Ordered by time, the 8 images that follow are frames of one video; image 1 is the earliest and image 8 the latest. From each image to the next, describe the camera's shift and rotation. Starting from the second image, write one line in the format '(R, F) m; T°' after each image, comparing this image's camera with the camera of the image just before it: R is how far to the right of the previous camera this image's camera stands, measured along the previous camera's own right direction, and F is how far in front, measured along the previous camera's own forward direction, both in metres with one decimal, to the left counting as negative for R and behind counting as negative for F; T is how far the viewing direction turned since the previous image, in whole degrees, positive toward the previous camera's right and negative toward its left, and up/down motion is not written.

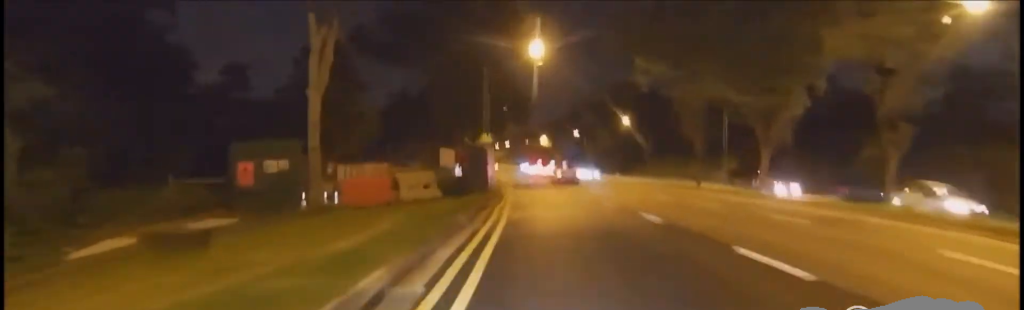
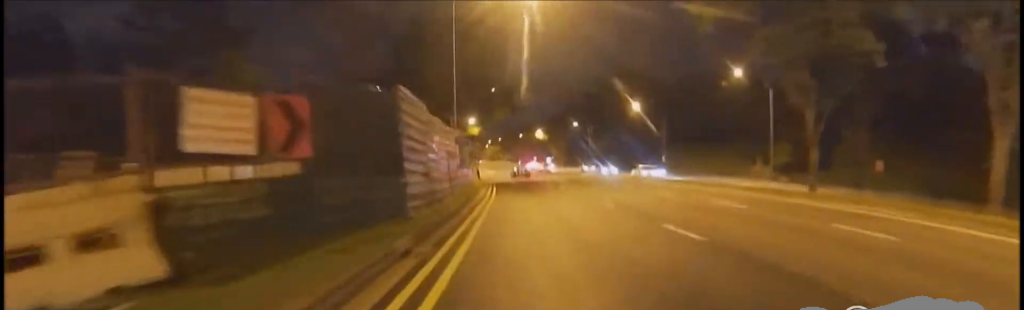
(+0.6, +14.6) m; 0°
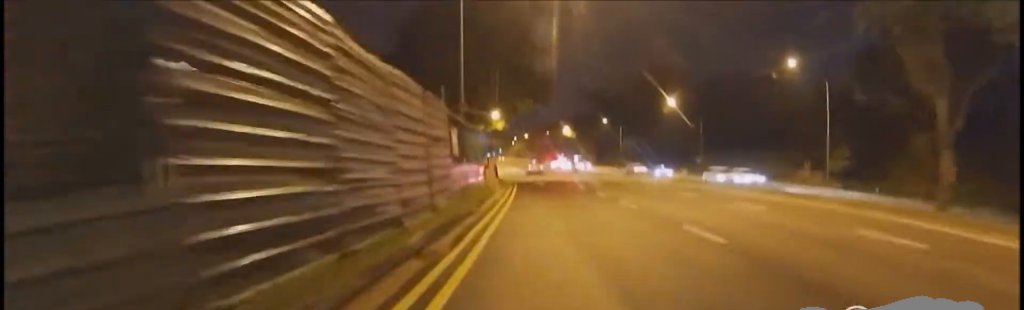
(-0.9, +6.1) m; 0°
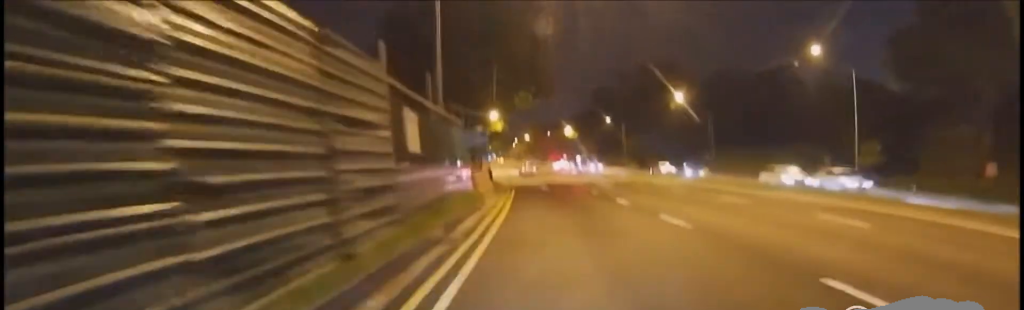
(-0.4, +4.5) m; 0°
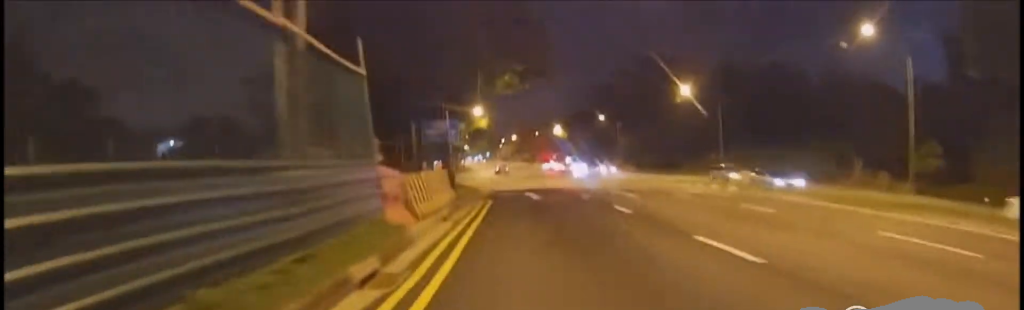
(+1.3, +8.6) m; 0°
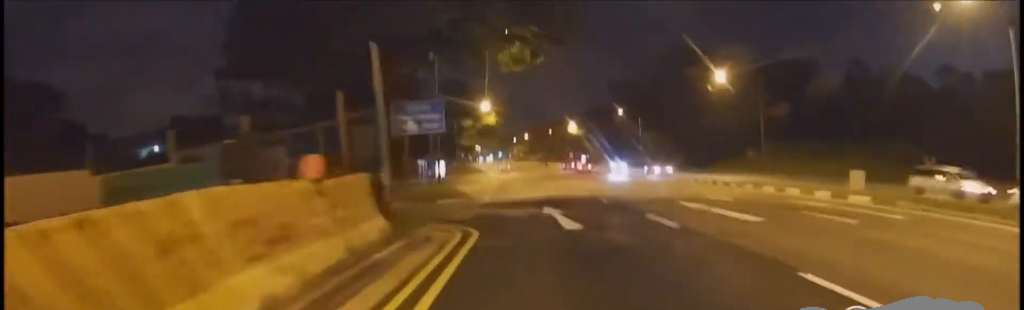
(-1.3, +8.6) m; 0°
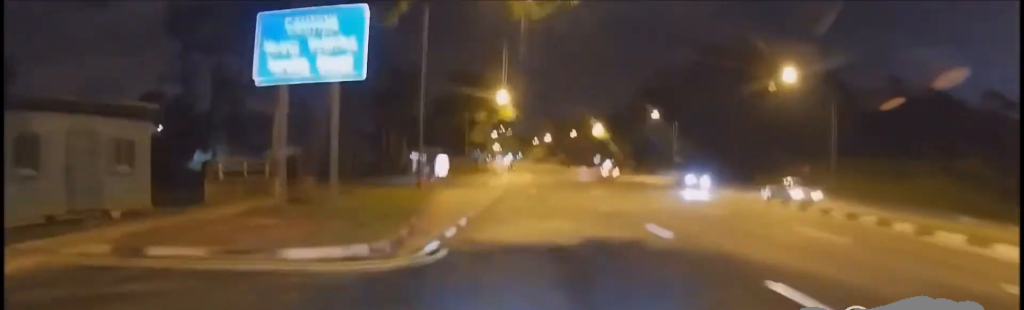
(+1.2, +11.2) m; -1°
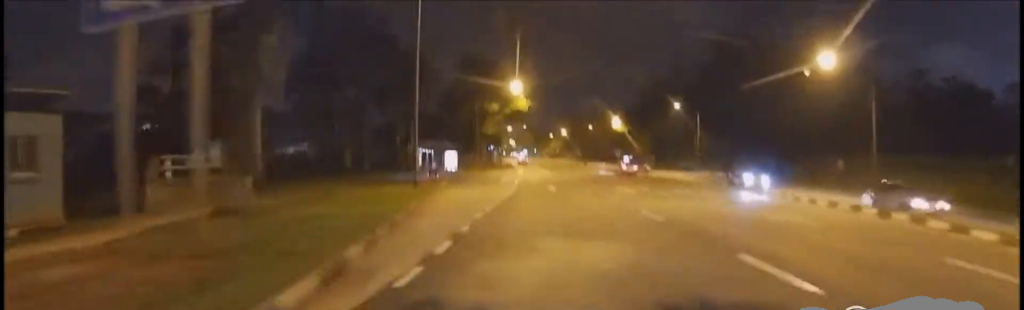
(-0.6, +4.3) m; -3°
